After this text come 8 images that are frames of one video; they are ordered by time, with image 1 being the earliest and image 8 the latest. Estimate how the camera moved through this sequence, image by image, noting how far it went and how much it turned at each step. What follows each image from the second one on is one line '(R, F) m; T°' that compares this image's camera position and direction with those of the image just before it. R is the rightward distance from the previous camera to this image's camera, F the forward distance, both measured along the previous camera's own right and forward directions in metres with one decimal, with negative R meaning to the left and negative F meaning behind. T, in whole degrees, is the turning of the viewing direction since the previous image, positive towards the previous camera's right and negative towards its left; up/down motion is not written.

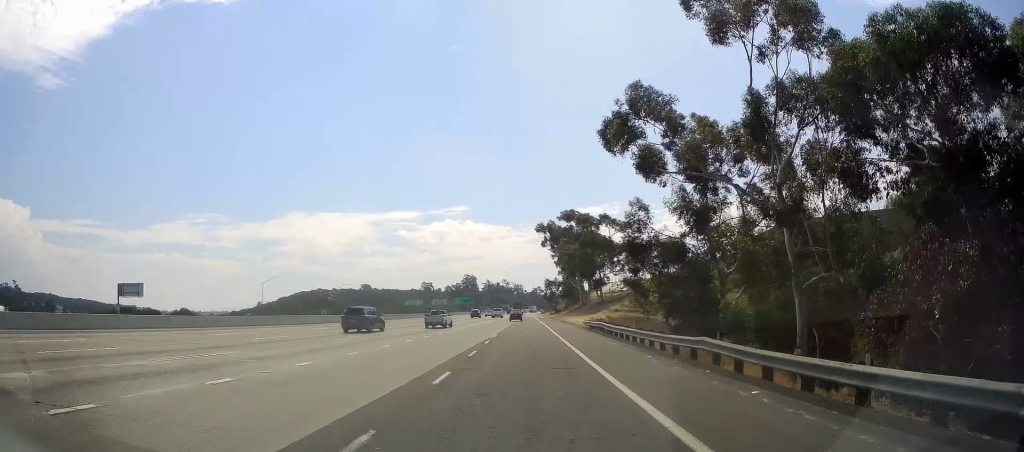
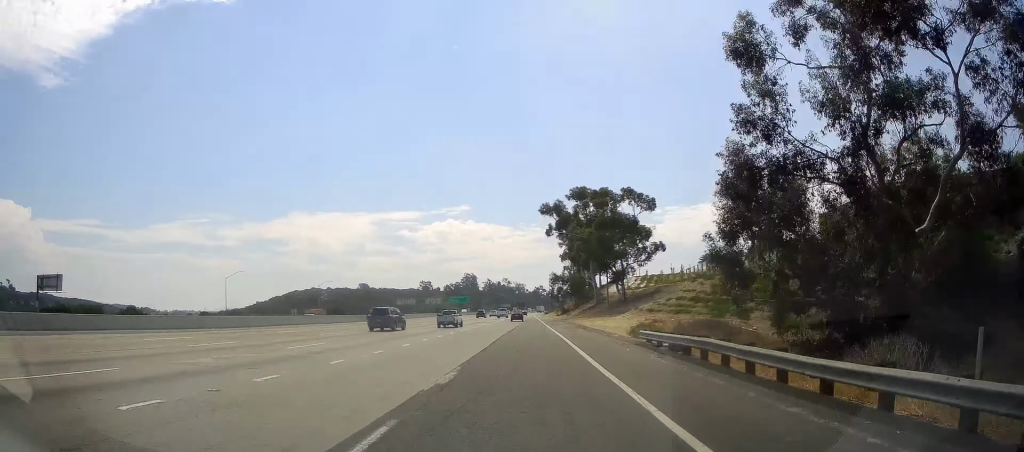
(-0.2, +21.7) m; 0°
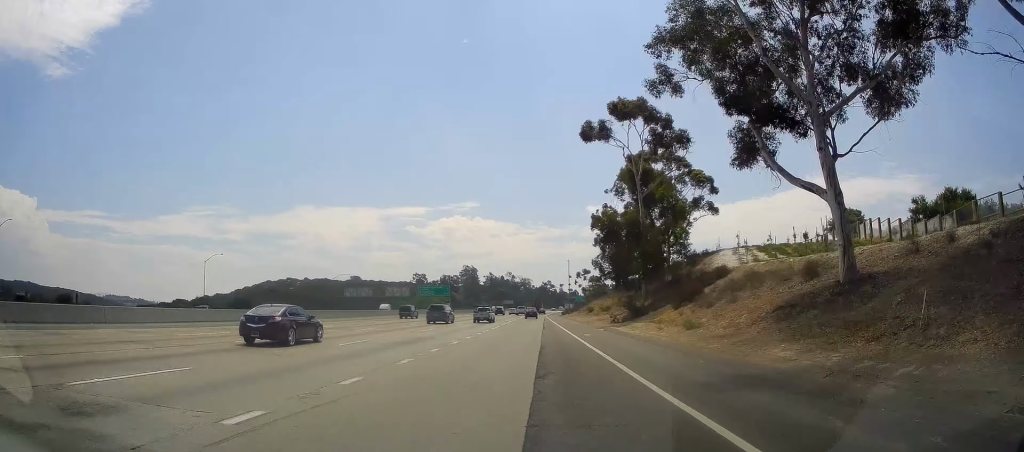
(-0.3, +71.1) m; 0°
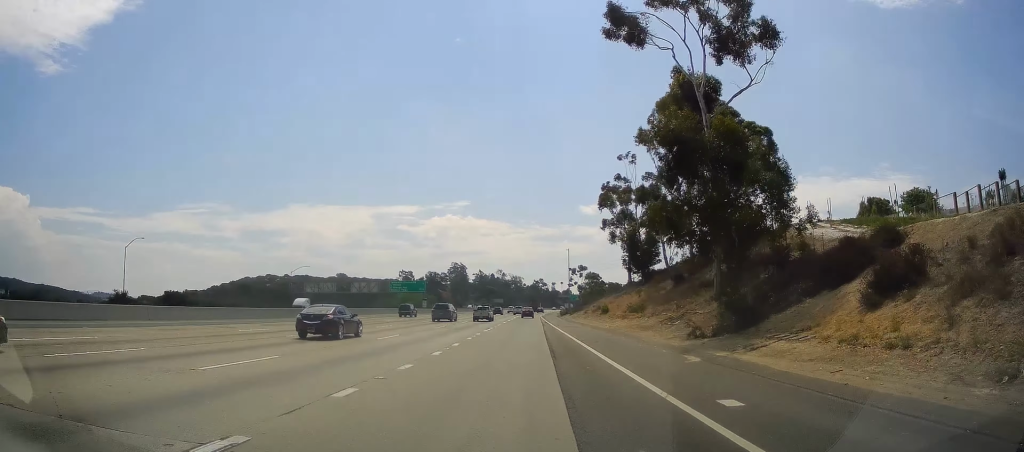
(+0.1, +23.9) m; 0°
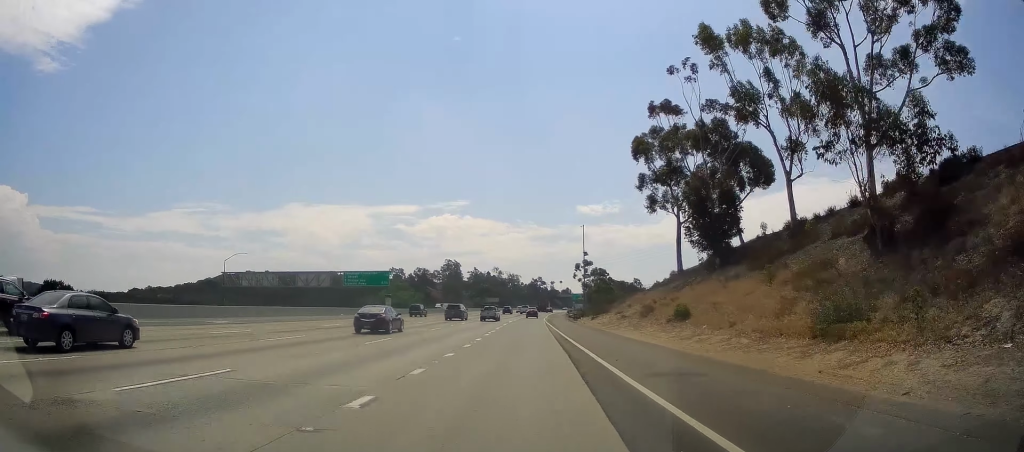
(+0.2, +32.5) m; +1°
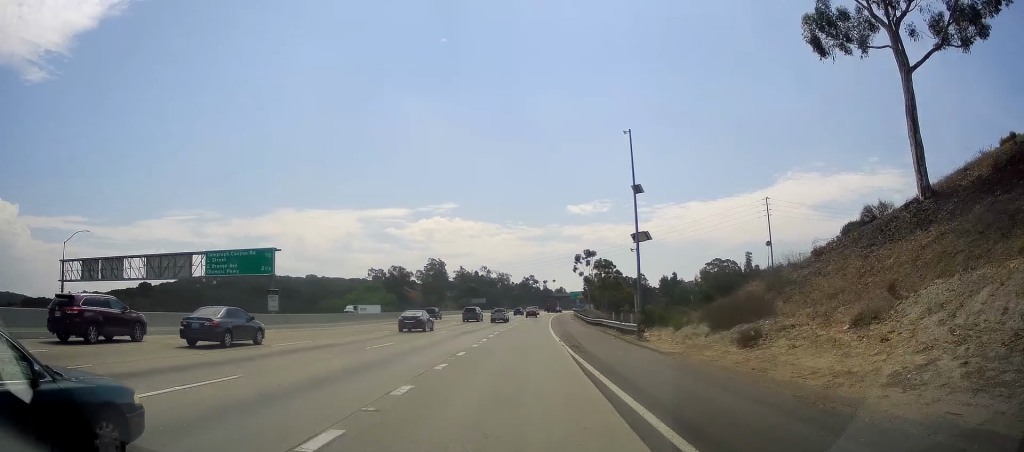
(+0.3, +43.9) m; 0°
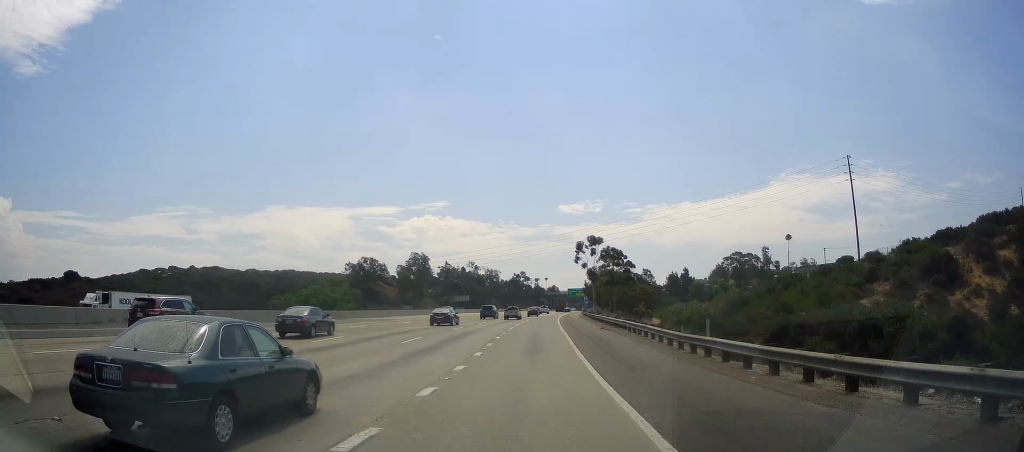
(0.0, +40.0) m; +1°
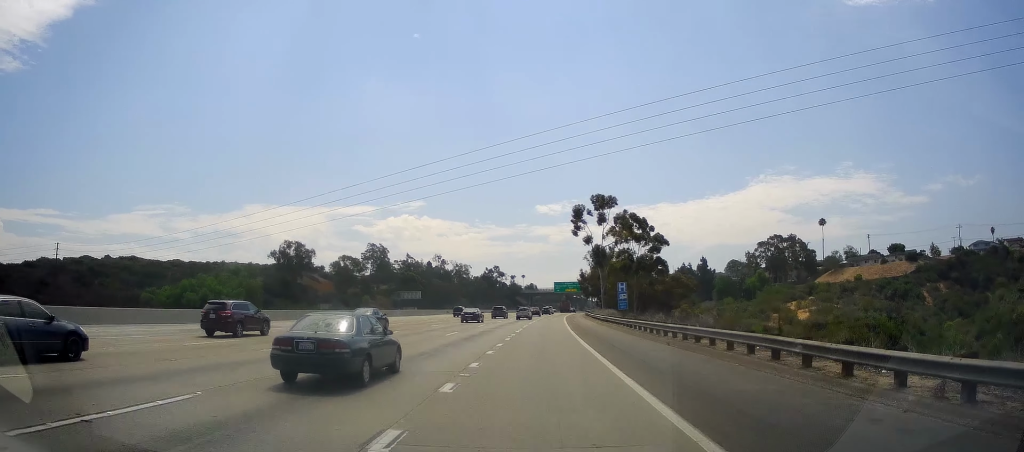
(+1.1, +60.7) m; +2°
